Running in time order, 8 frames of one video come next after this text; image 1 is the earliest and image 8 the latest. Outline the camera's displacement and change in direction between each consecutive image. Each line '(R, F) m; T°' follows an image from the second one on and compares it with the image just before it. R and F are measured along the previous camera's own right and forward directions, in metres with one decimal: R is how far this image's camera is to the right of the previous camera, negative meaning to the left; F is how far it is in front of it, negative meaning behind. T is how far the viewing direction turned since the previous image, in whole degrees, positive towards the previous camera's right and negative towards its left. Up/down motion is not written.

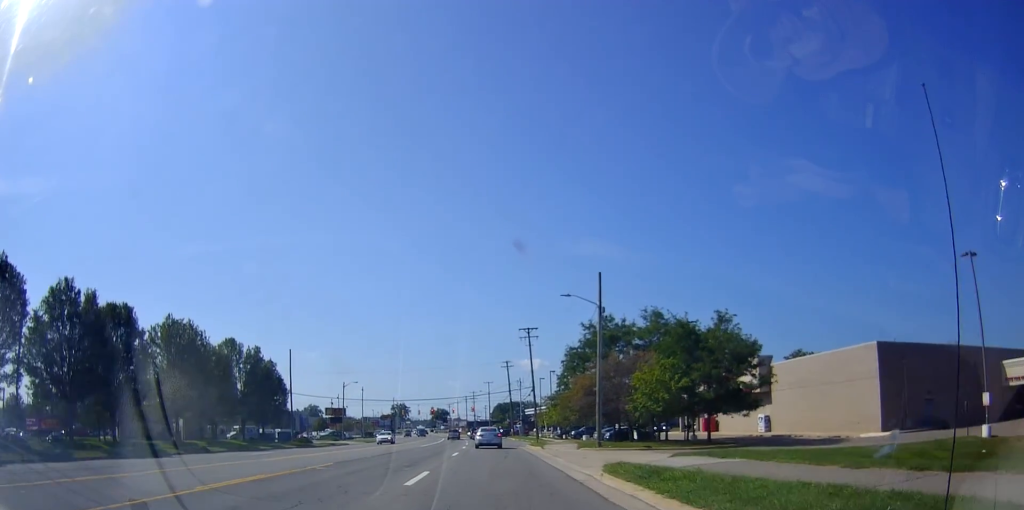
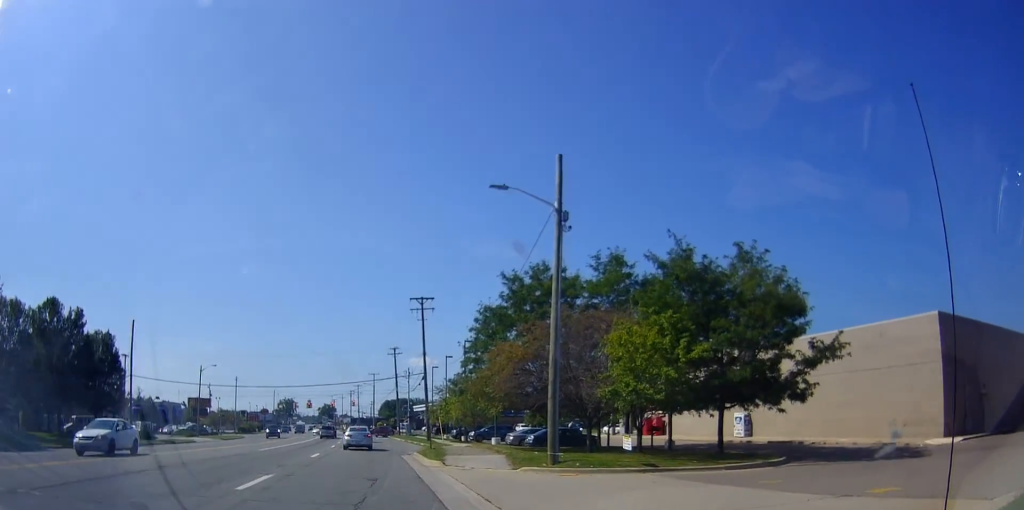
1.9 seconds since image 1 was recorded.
(+0.7, +17.9) m; +8°
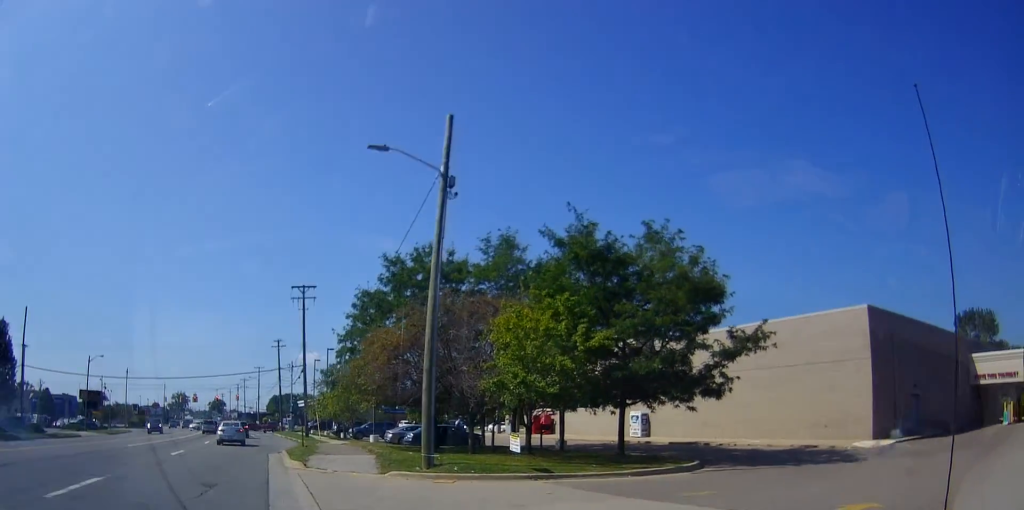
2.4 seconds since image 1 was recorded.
(+0.1, +3.1) m; +8°
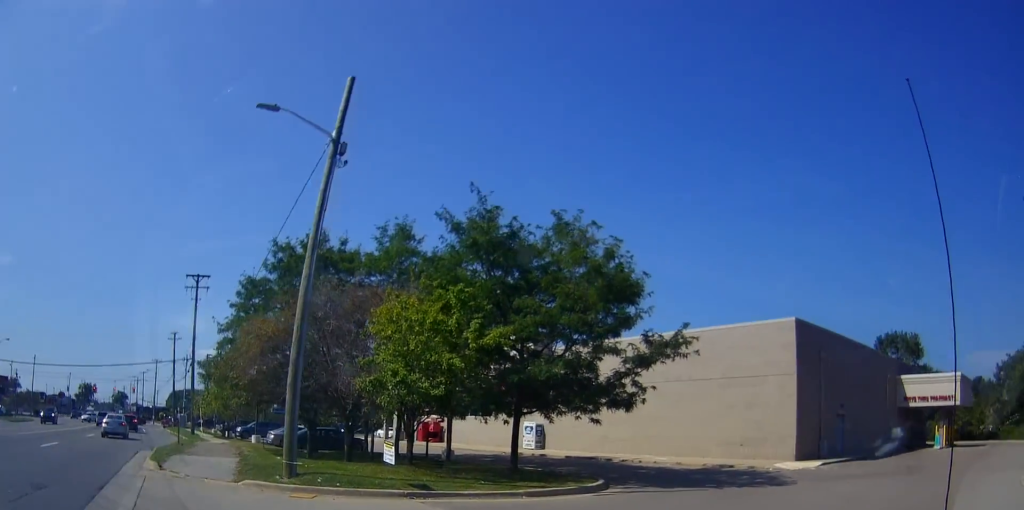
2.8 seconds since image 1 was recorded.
(0.0, +2.5) m; +12°
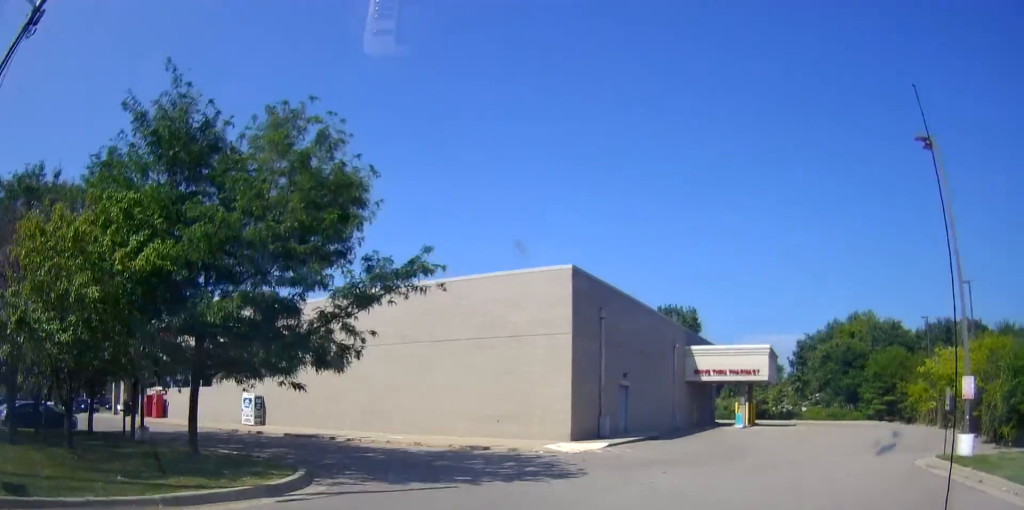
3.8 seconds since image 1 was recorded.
(+1.5, +5.2) m; +27°
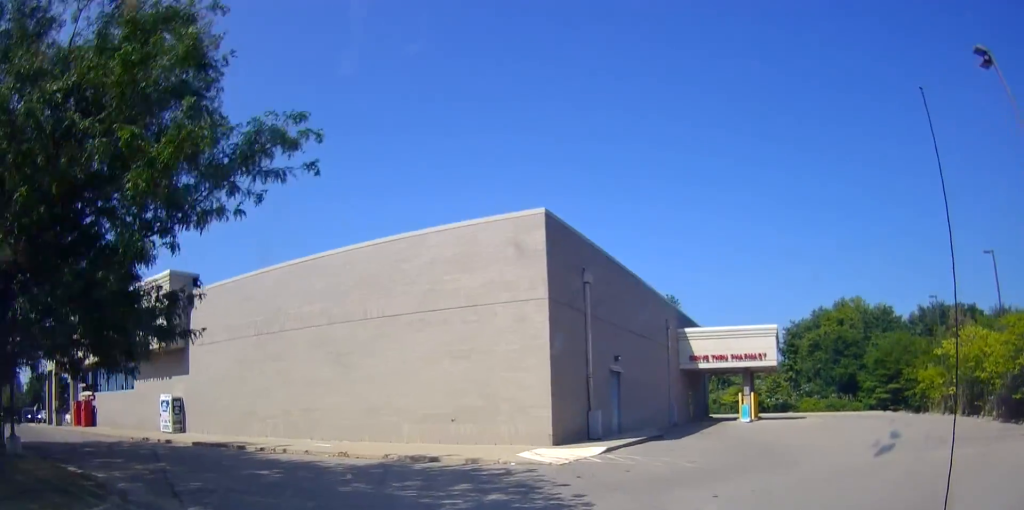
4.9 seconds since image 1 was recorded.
(+1.0, +5.6) m; +7°
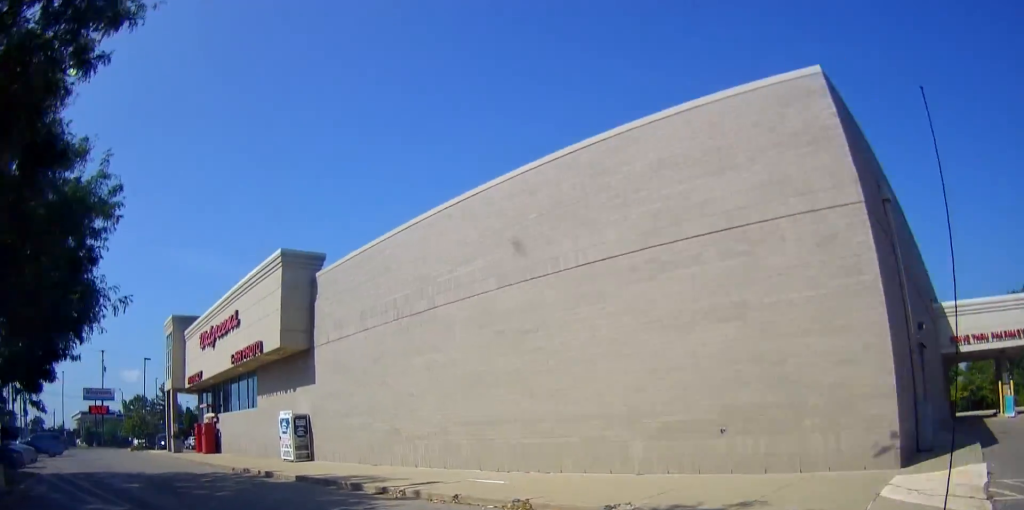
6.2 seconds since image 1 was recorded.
(-0.5, +7.5) m; -18°
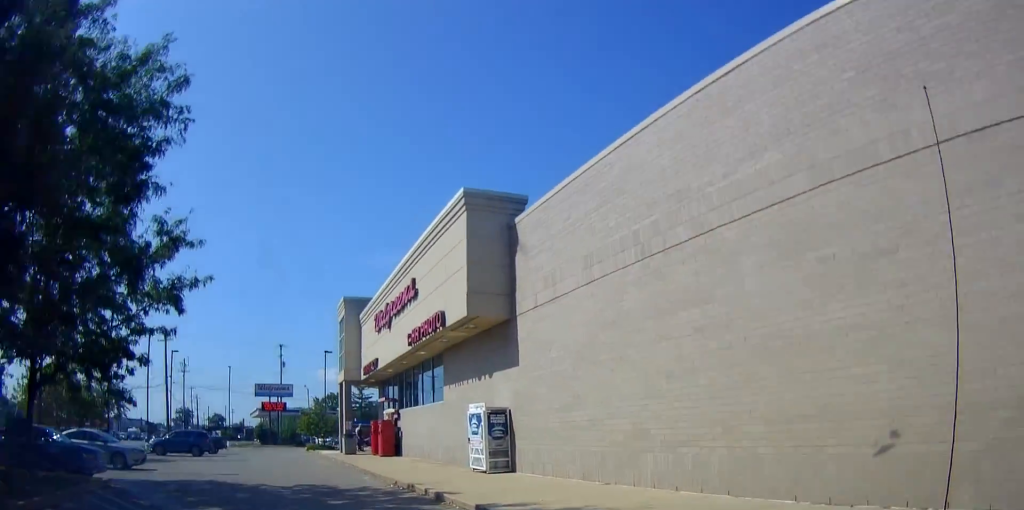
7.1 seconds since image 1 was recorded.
(-1.0, +5.6) m; -23°
